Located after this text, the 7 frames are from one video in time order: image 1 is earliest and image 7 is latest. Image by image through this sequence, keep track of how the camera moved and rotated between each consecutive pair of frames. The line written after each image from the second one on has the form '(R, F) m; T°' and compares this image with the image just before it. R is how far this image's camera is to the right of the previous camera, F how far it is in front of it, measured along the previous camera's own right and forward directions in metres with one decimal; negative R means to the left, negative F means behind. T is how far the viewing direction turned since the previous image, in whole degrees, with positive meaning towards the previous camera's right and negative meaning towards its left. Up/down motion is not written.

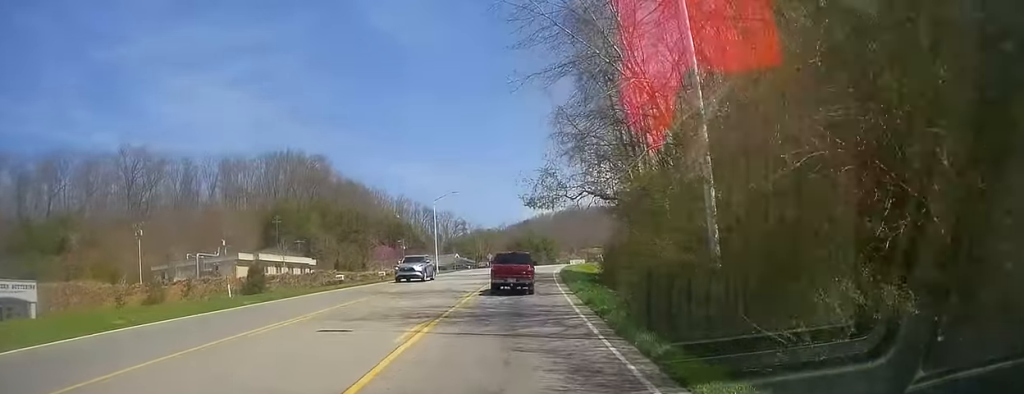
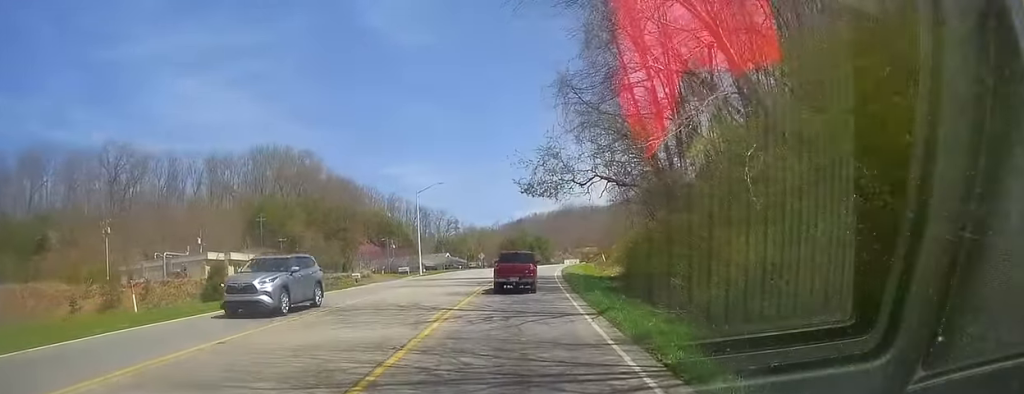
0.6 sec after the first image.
(0.0, +8.2) m; +1°
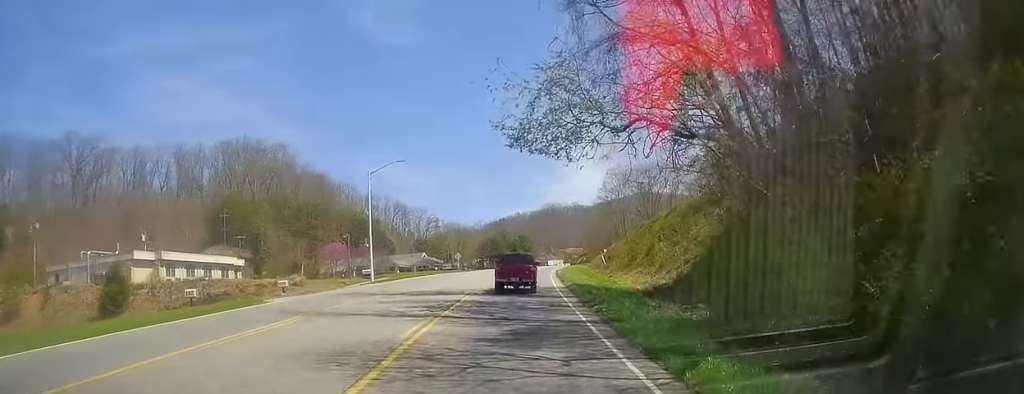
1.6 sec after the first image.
(+0.3, +15.0) m; 0°
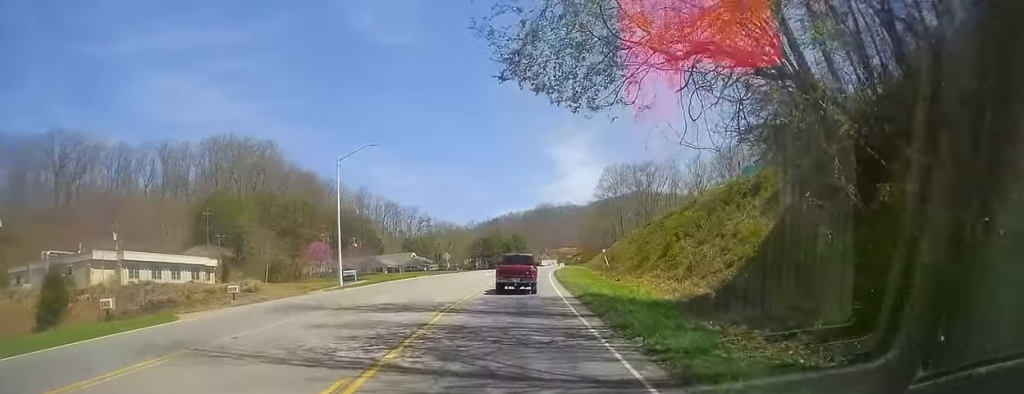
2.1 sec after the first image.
(-0.1, +7.2) m; 0°
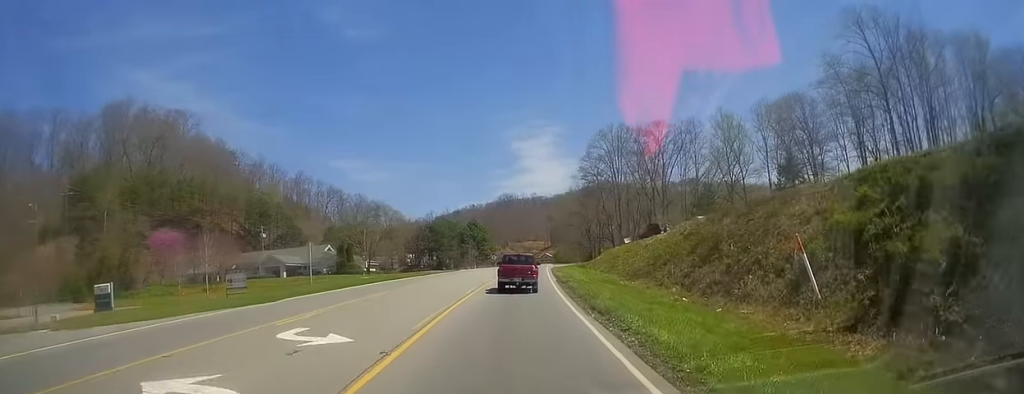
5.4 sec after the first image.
(+2.9, +50.6) m; +5°
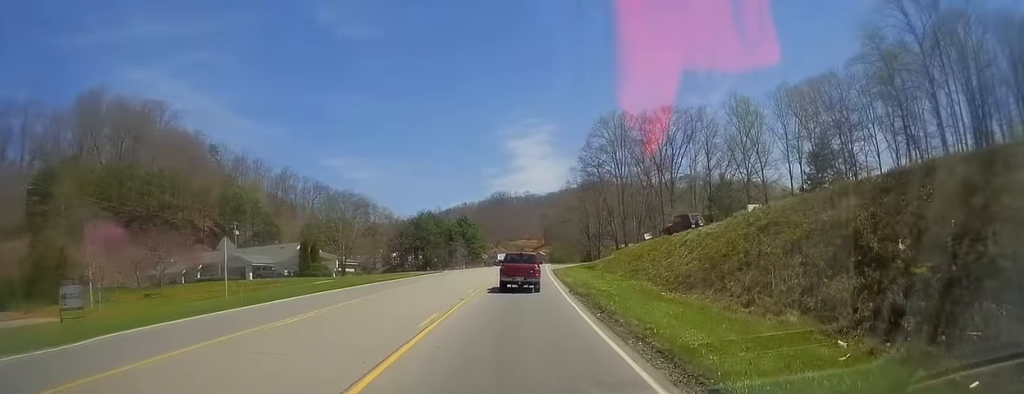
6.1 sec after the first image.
(+0.2, +12.2) m; +1°
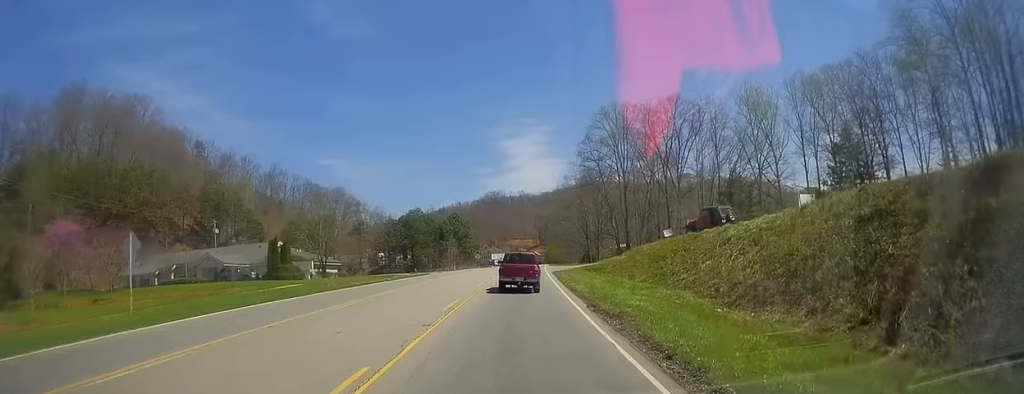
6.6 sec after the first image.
(+0.2, +7.9) m; +1°
